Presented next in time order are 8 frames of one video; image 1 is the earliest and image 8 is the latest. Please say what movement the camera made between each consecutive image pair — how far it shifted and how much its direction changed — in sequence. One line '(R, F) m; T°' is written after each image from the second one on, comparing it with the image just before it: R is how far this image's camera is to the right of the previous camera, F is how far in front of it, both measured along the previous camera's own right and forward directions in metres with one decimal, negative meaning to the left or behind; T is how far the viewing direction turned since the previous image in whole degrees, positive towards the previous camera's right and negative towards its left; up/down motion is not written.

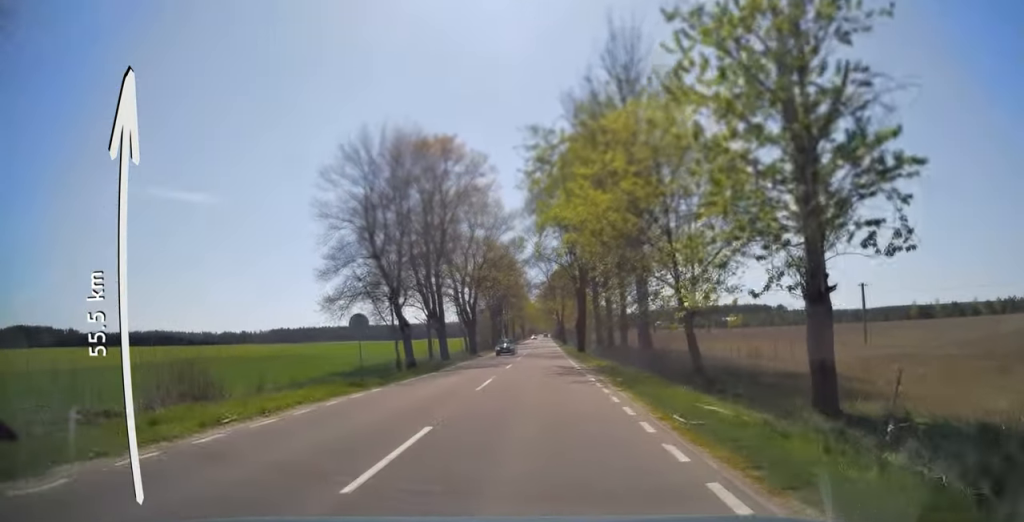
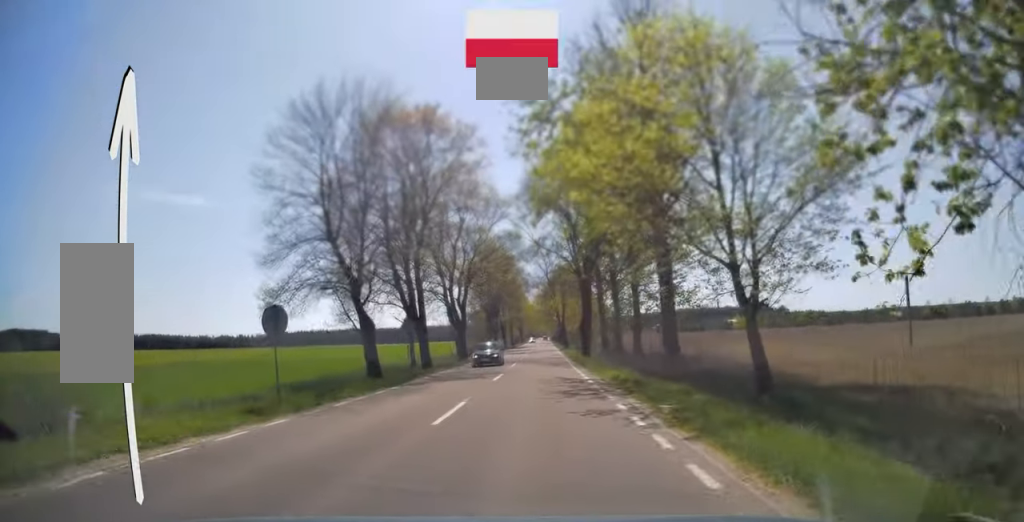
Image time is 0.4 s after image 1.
(+0.2, +7.2) m; 0°
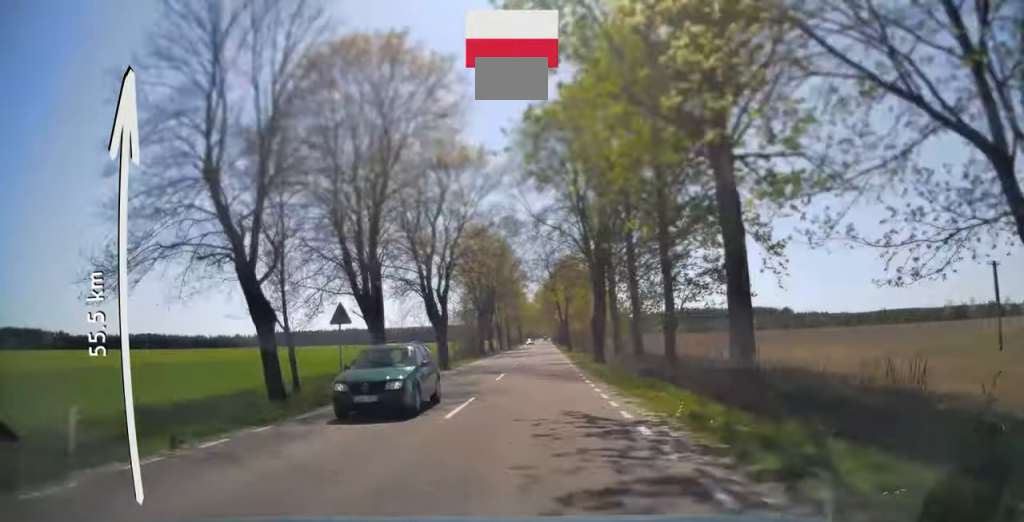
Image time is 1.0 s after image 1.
(+0.1, +10.5) m; 0°
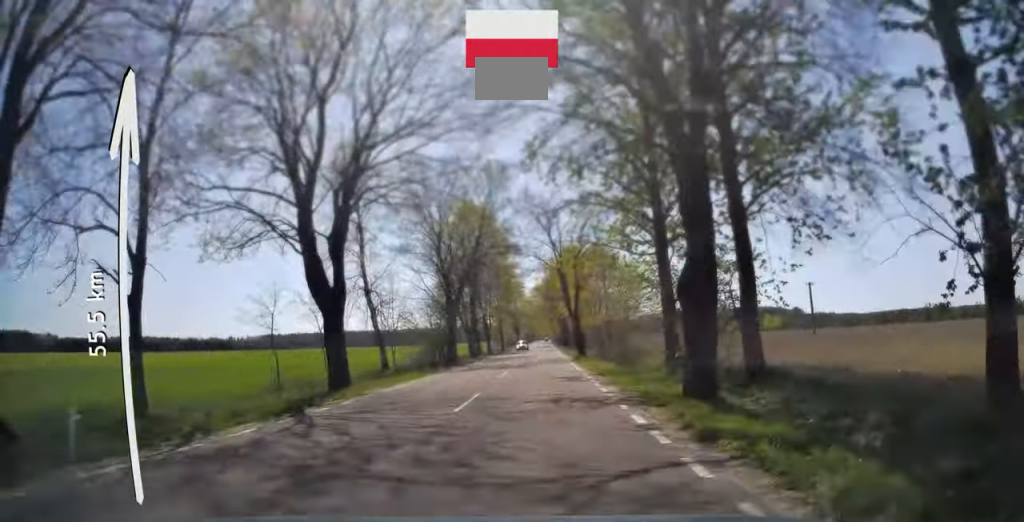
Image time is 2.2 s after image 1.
(-0.2, +22.6) m; -1°
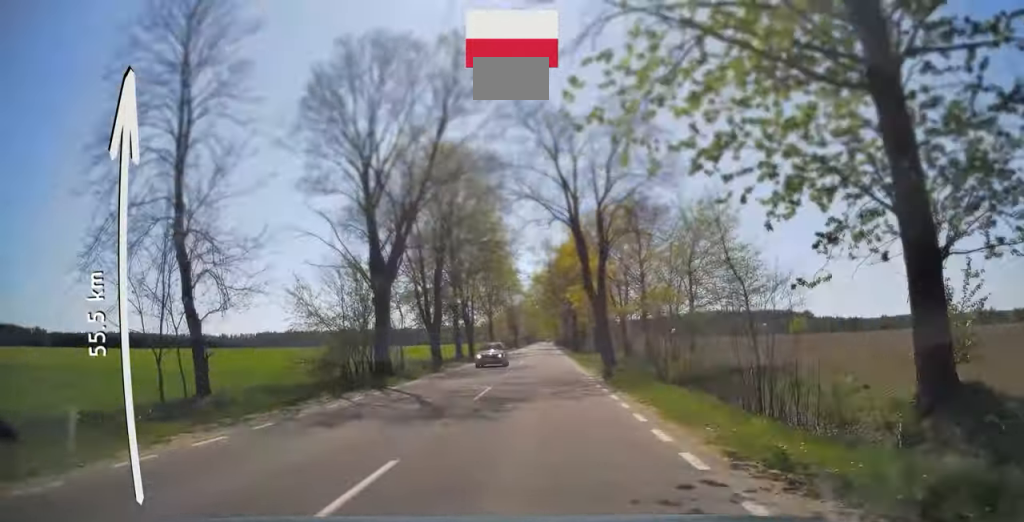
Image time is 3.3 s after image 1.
(0.0, +21.2) m; 0°
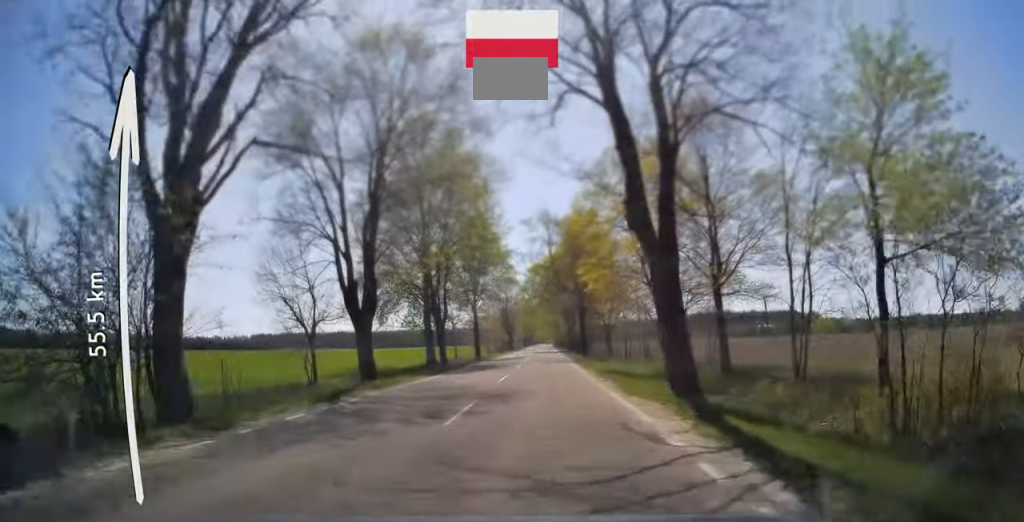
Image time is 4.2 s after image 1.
(0.0, +16.4) m; 0°
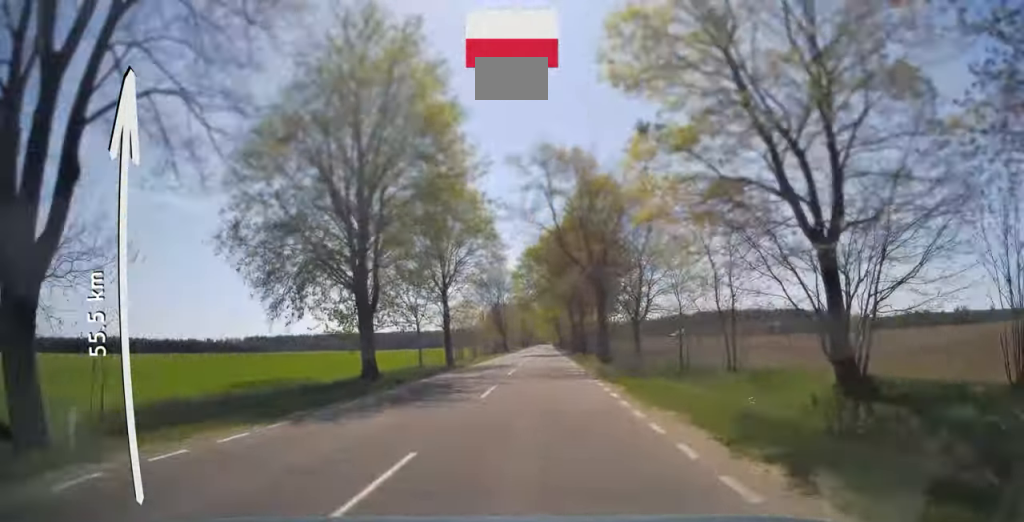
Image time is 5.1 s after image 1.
(+0.2, +18.6) m; +1°
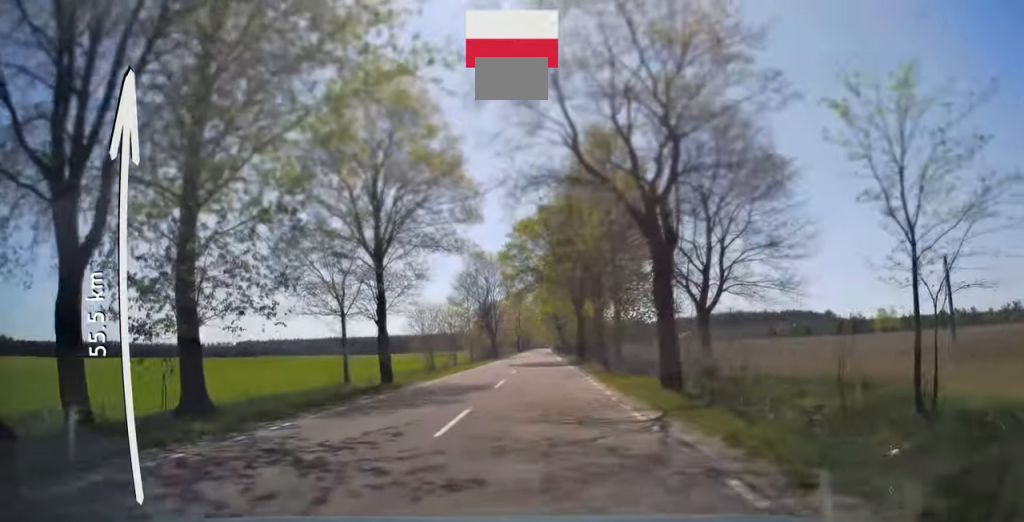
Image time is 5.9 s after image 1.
(+0.2, +17.9) m; -1°
